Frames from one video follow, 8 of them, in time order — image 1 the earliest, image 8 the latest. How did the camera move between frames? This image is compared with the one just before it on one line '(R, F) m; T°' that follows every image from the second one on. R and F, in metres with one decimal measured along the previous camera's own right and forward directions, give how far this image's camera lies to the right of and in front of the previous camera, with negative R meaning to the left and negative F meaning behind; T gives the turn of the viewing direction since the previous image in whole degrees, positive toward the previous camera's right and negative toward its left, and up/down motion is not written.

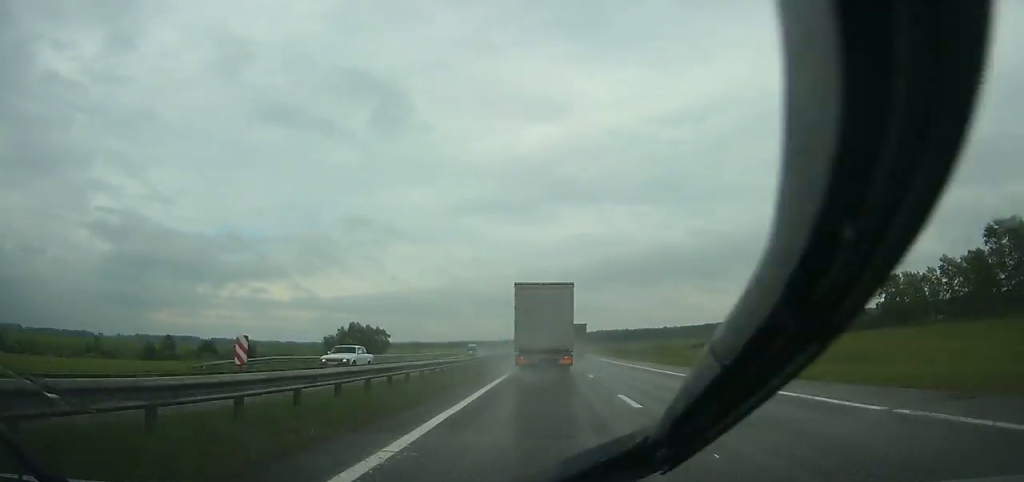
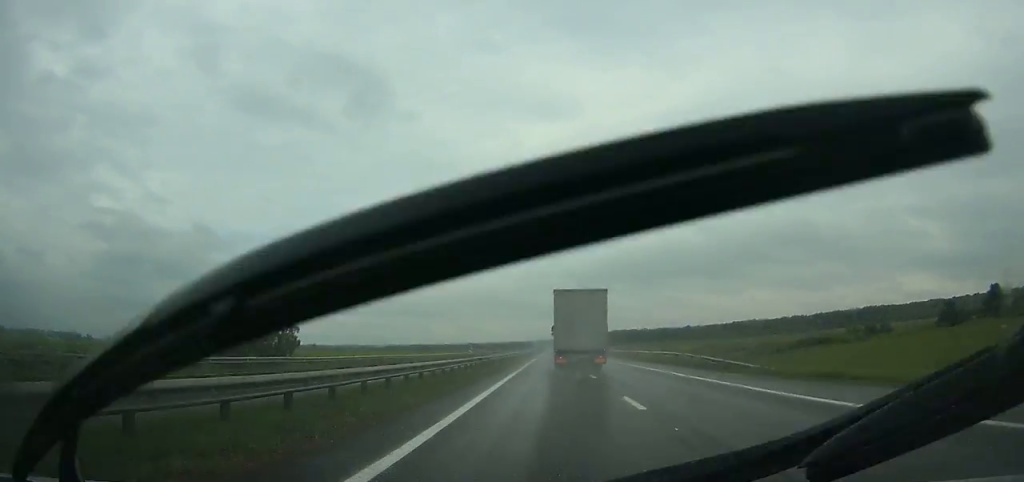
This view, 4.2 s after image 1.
(-1.3, +99.1) m; -1°
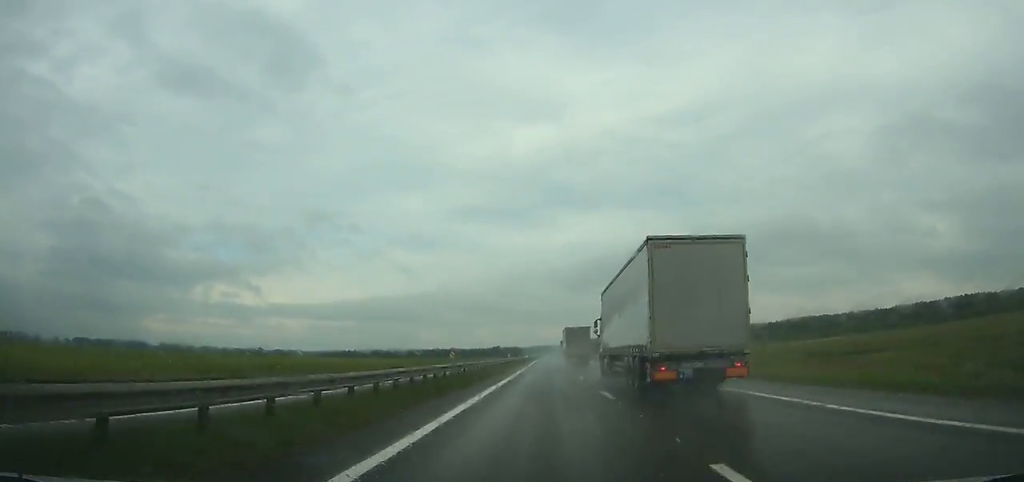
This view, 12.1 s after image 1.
(+0.2, +198.0) m; 0°
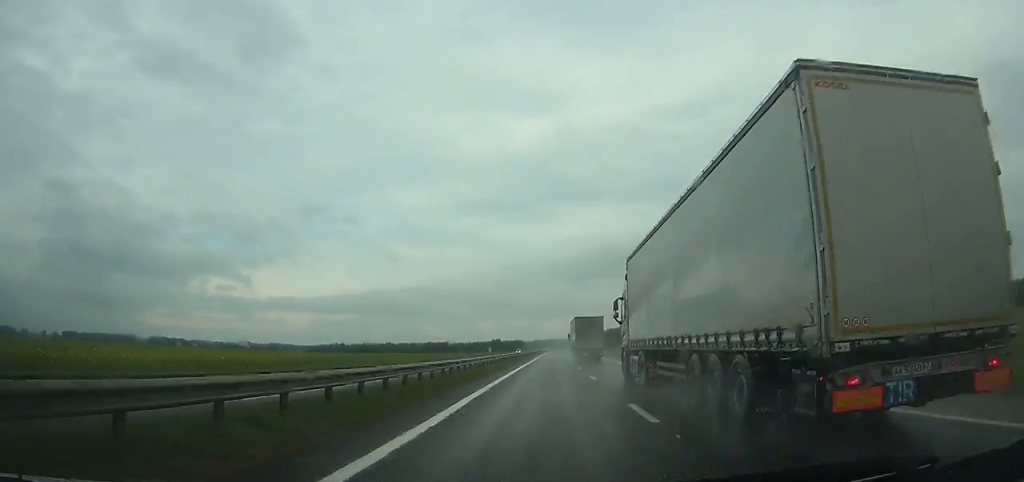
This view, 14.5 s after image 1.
(+0.1, +65.1) m; 0°
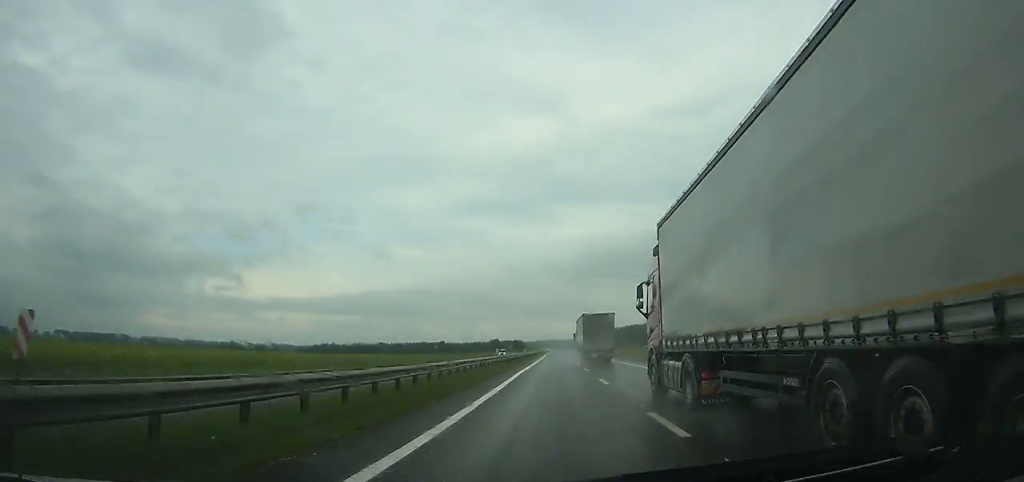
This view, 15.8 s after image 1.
(+0.1, +35.8) m; 0°
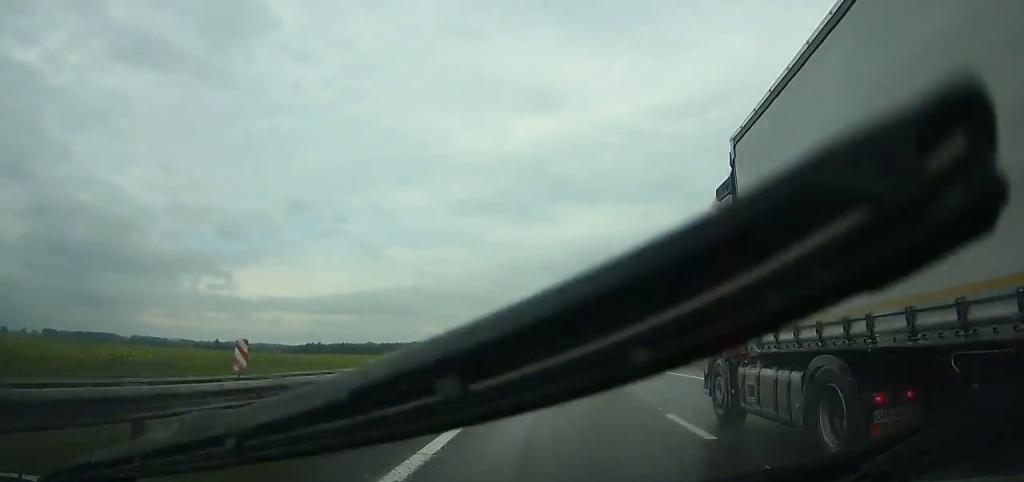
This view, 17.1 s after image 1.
(-0.1, +37.1) m; 0°
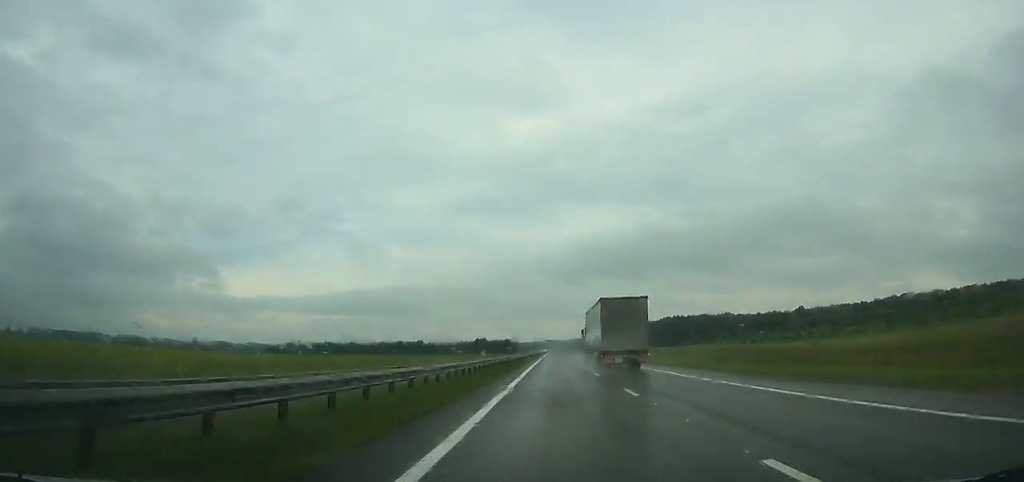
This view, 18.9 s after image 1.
(0.0, +51.5) m; 0°
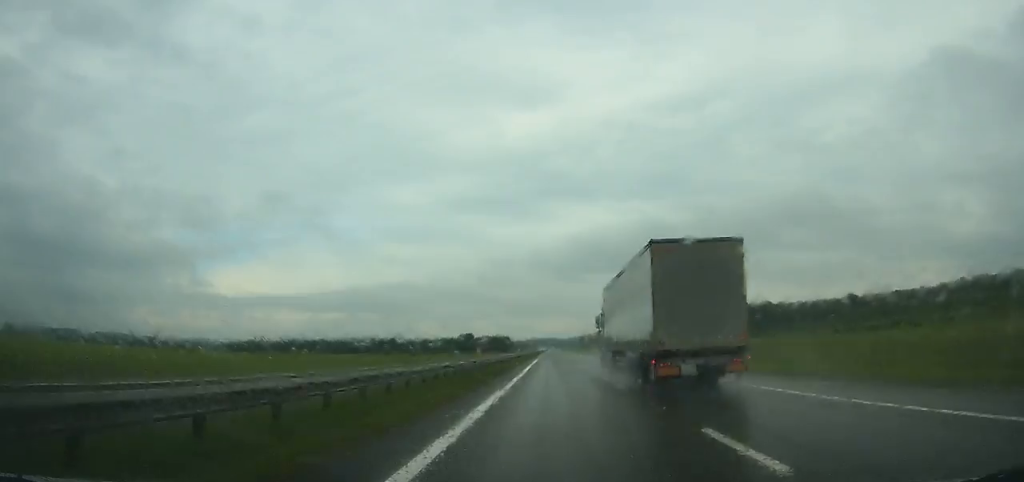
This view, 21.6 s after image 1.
(-0.2, +79.8) m; 0°
